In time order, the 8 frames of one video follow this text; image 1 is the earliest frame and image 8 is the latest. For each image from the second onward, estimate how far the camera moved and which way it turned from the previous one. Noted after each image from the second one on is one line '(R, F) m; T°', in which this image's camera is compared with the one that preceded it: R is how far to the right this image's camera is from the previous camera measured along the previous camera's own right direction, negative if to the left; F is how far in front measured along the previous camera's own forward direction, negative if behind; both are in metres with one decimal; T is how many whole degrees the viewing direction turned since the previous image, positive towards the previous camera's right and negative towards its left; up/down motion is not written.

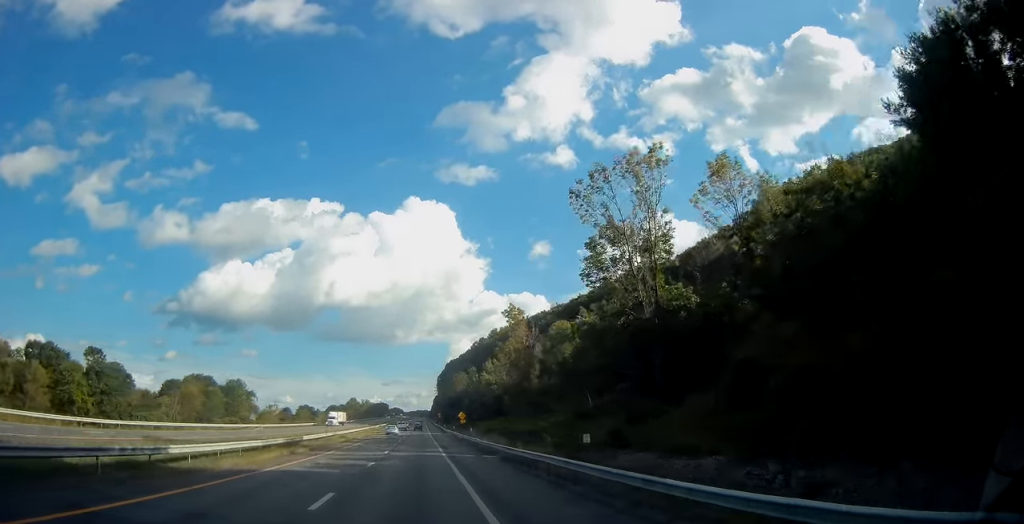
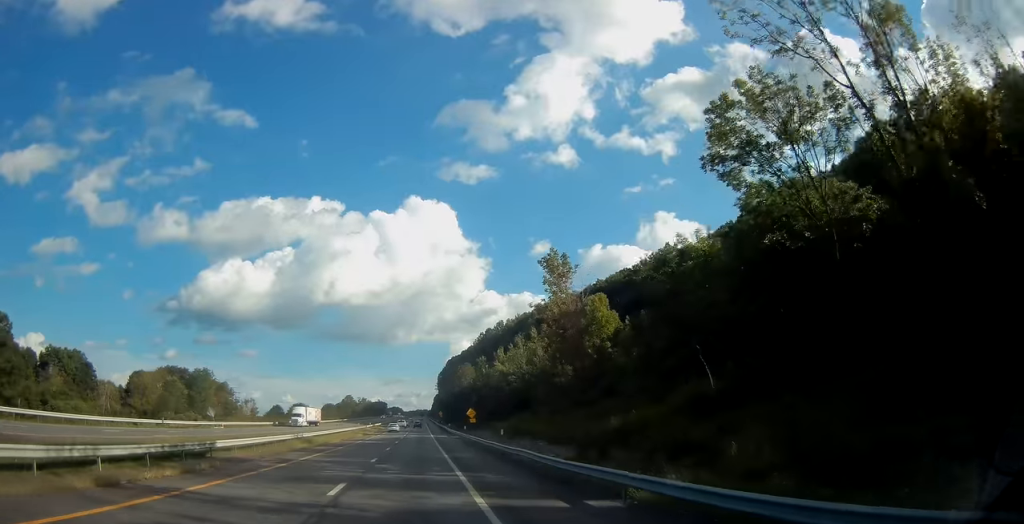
(+0.1, +22.0) m; 0°
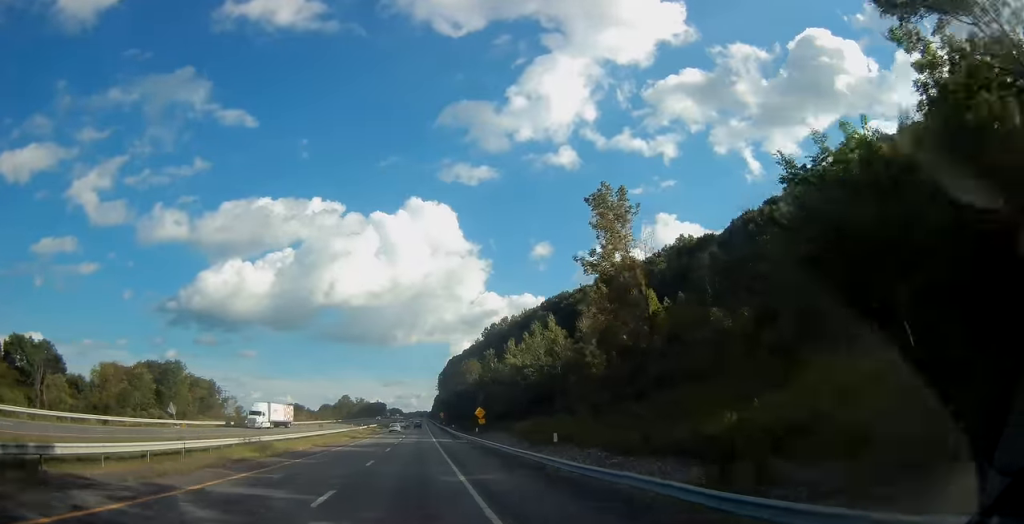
(+0.1, +14.4) m; 0°
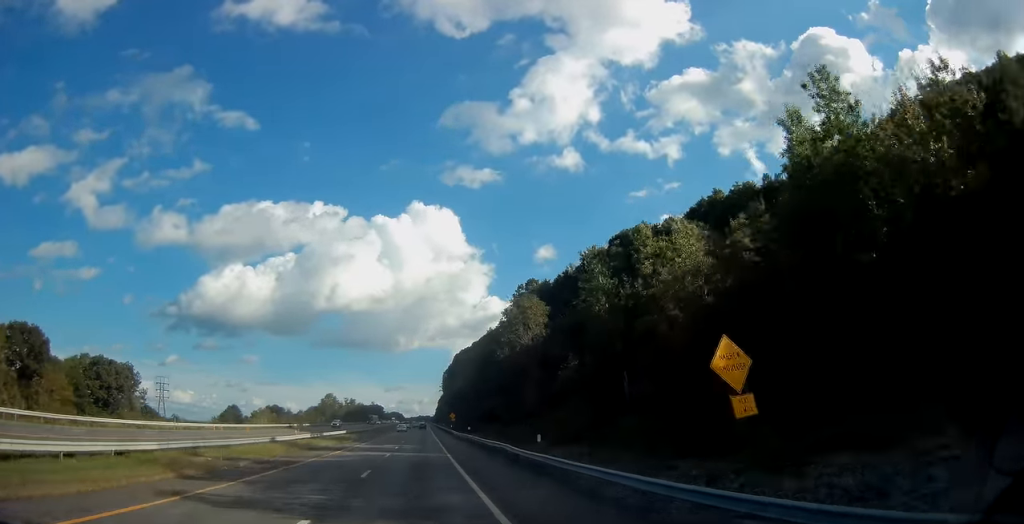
(-0.2, +65.8) m; -1°
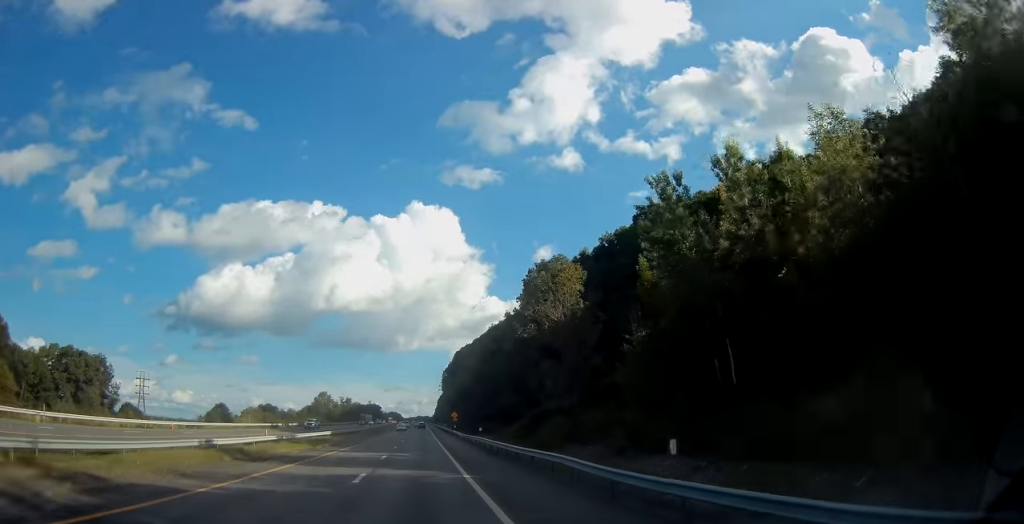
(-0.2, +14.2) m; 0°
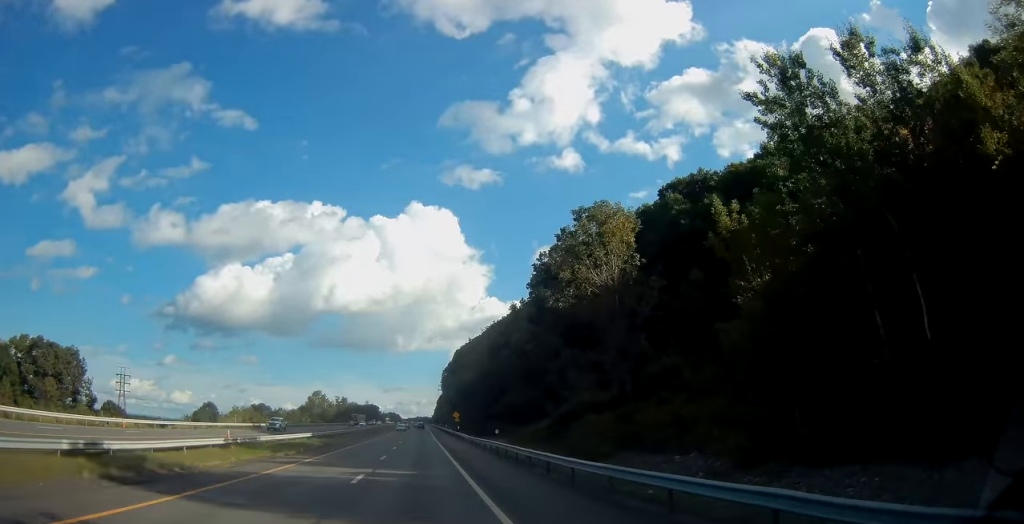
(+0.1, +12.3) m; 0°
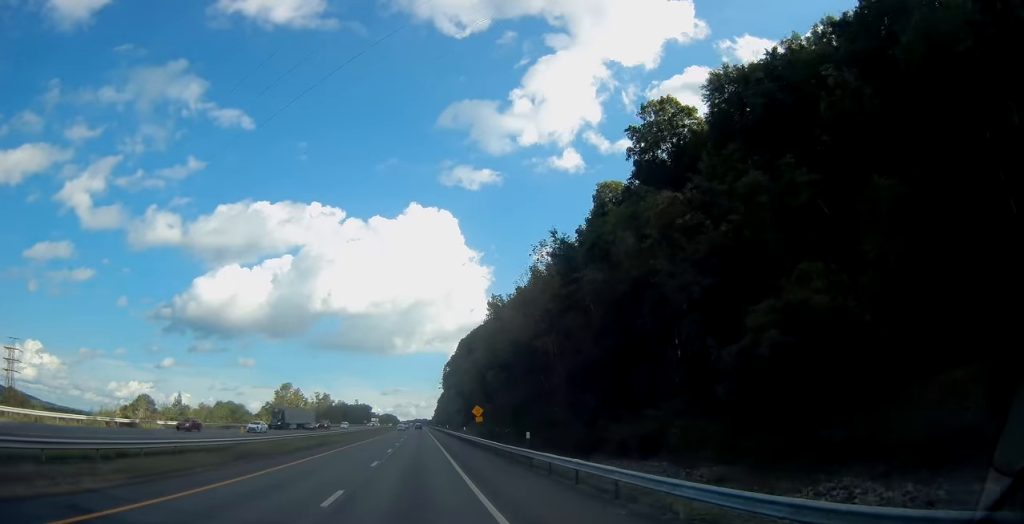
(+0.1, +53.9) m; +1°
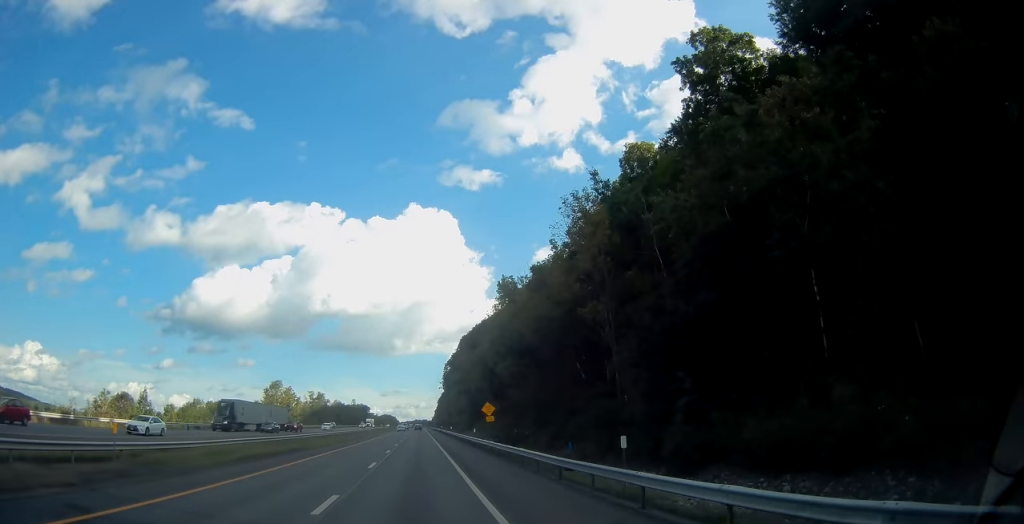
(+0.3, +13.3) m; 0°
